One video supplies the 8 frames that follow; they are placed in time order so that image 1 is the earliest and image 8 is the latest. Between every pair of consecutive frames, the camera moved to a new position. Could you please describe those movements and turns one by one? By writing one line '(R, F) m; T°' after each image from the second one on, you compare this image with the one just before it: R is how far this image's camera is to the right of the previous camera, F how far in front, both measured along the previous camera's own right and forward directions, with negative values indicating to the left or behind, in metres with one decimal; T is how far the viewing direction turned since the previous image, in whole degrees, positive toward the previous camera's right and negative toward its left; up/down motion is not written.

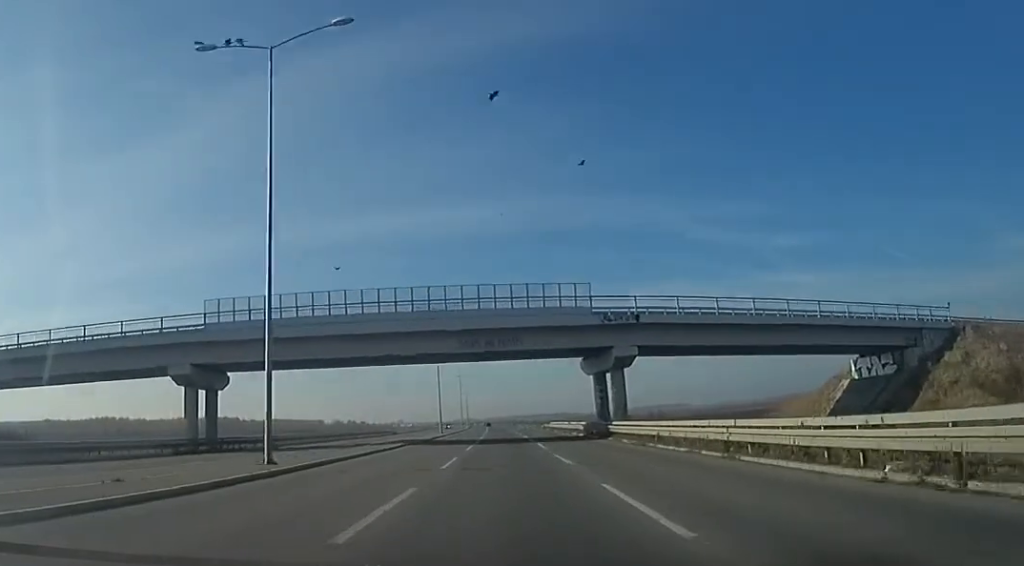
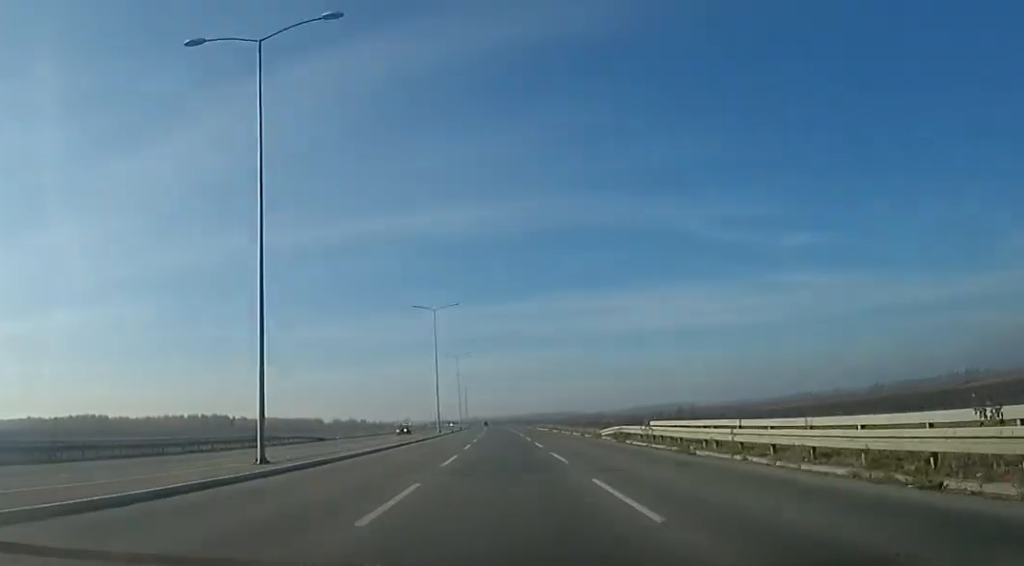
(+0.1, +48.8) m; +2°
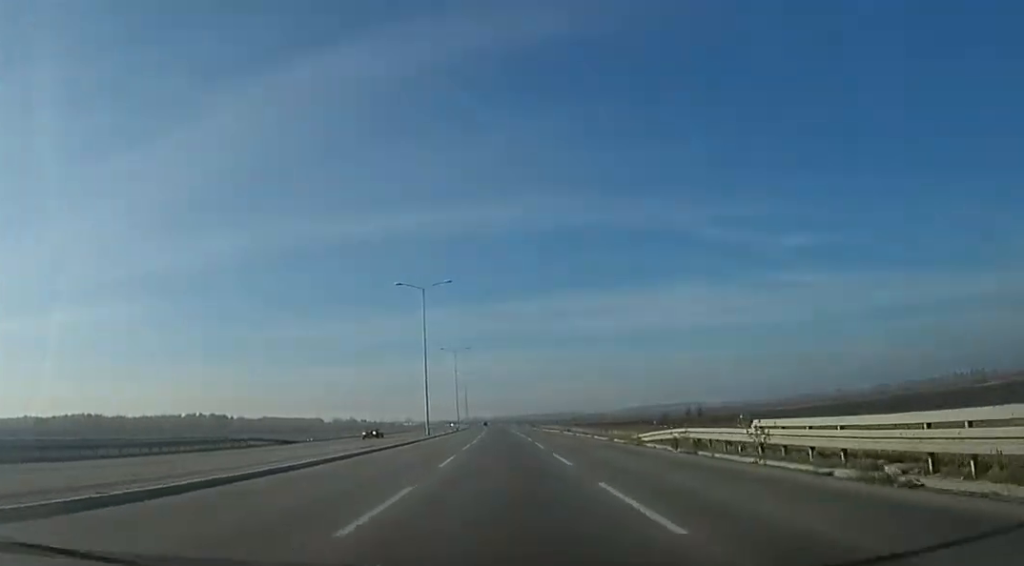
(+0.6, +10.8) m; 0°
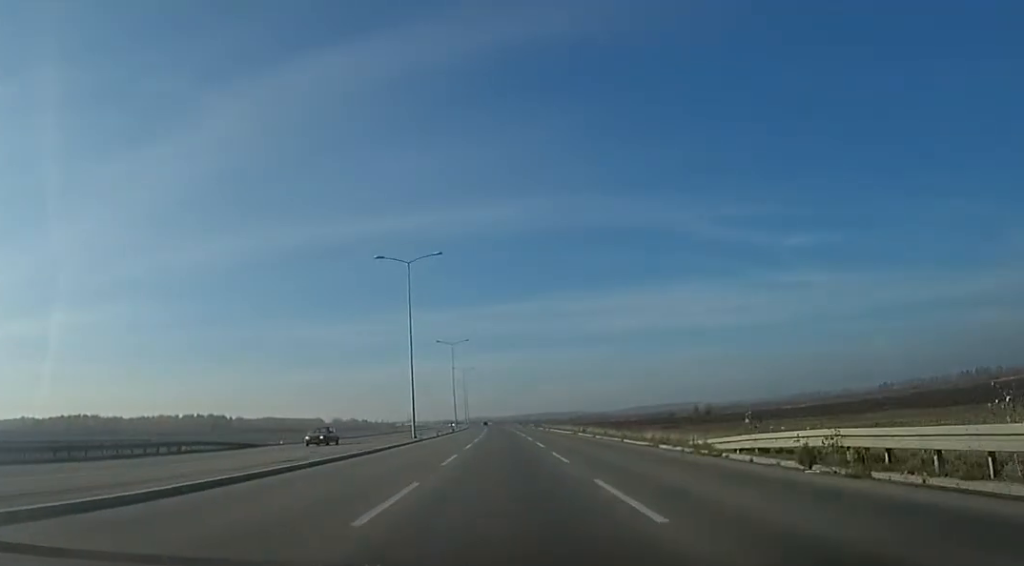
(-0.4, +9.3) m; -1°
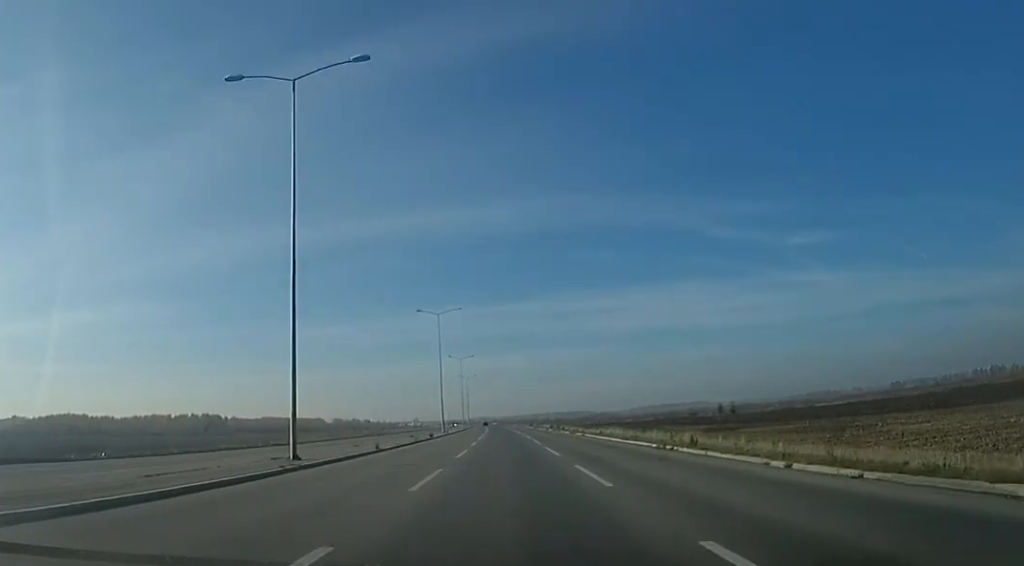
(-1.0, +26.3) m; -2°
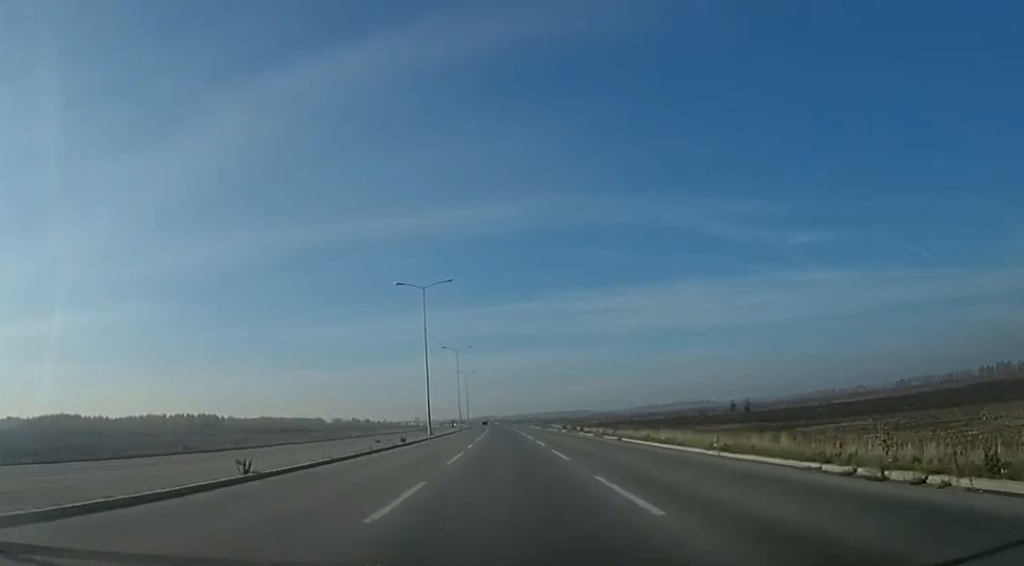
(0.0, +13.6) m; 0°
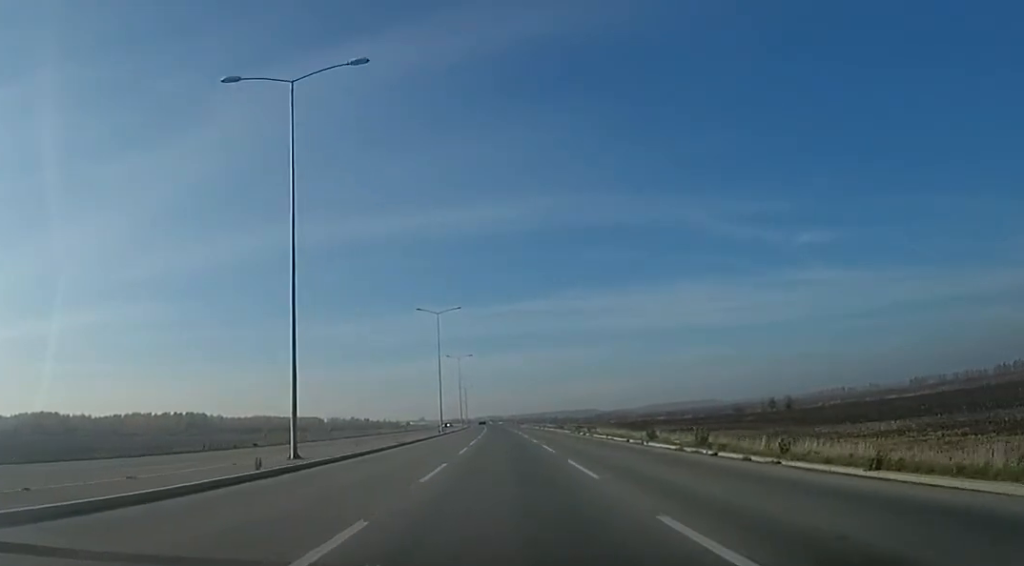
(-1.3, +35.6) m; -3°
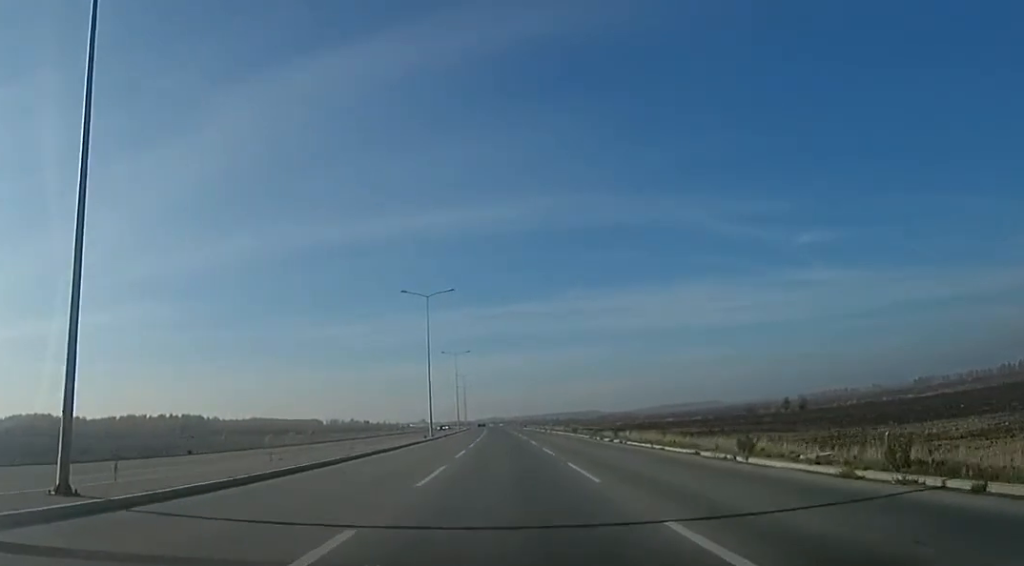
(-0.5, +10.6) m; 0°
